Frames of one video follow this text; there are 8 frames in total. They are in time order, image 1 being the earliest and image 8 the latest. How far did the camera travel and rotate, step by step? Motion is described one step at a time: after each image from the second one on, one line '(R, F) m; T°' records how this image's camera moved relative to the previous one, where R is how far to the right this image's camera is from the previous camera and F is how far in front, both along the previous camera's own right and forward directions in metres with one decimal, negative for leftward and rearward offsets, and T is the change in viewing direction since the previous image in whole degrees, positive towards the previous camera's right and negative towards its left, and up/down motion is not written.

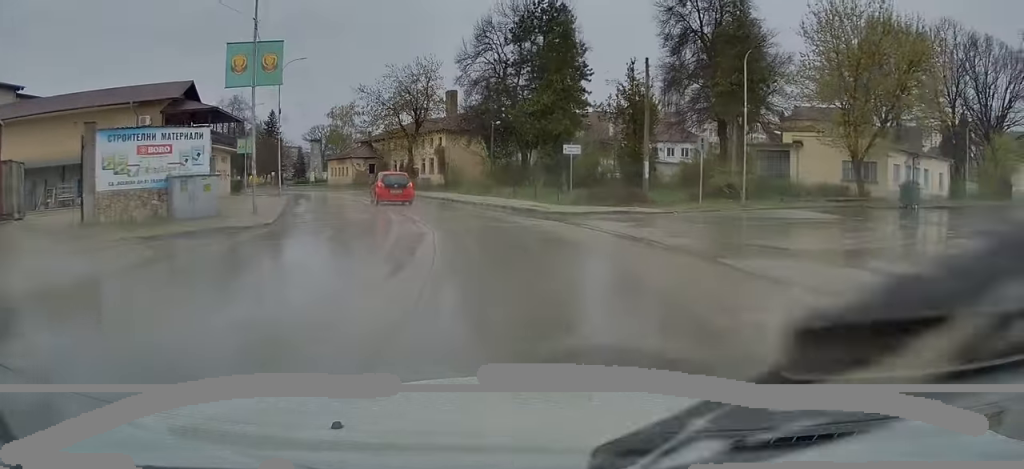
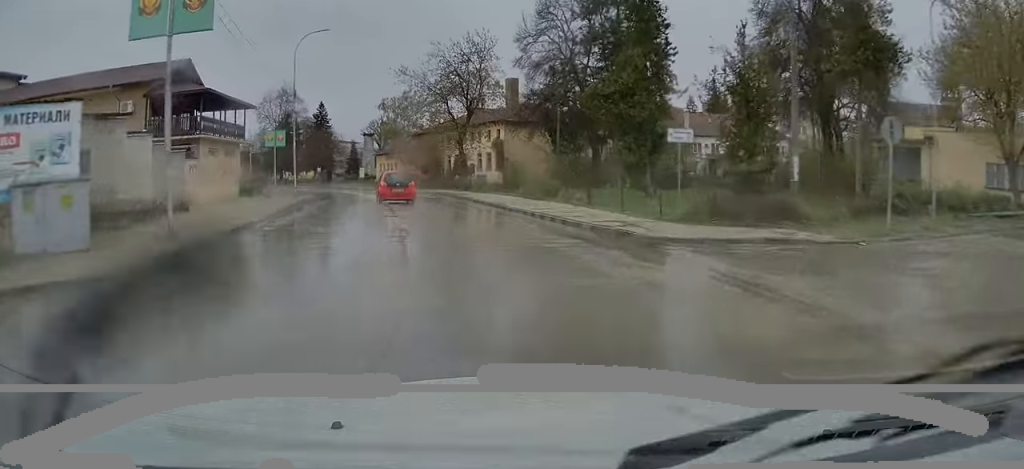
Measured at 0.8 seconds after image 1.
(-0.2, +9.1) m; -4°
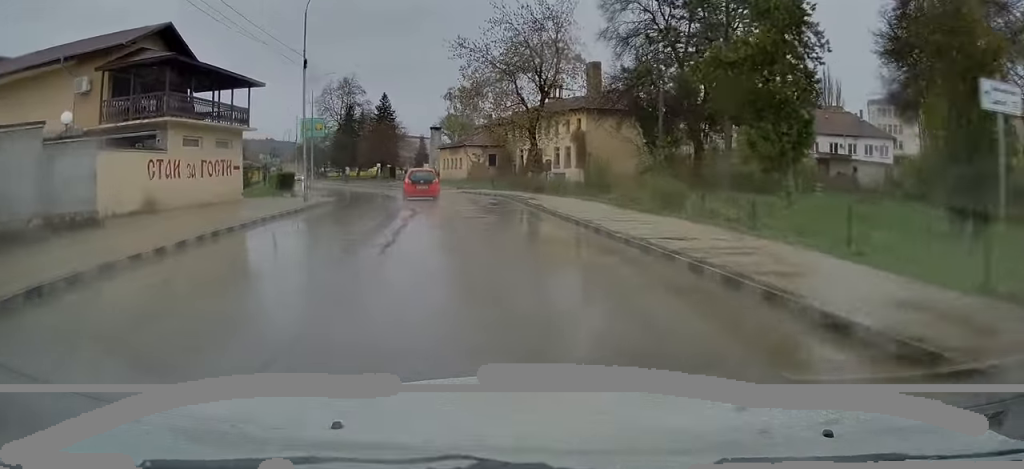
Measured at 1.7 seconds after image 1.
(-0.5, +10.1) m; -7°
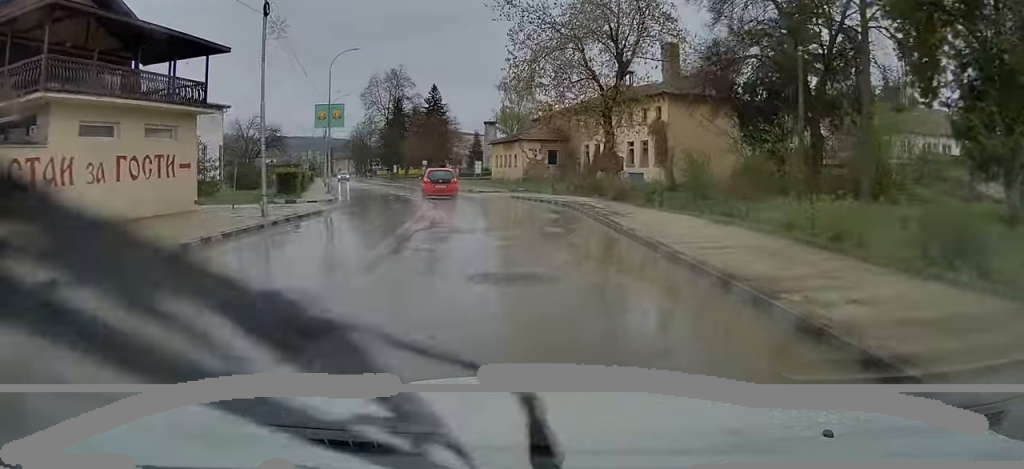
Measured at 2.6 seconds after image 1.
(-0.7, +10.1) m; -6°
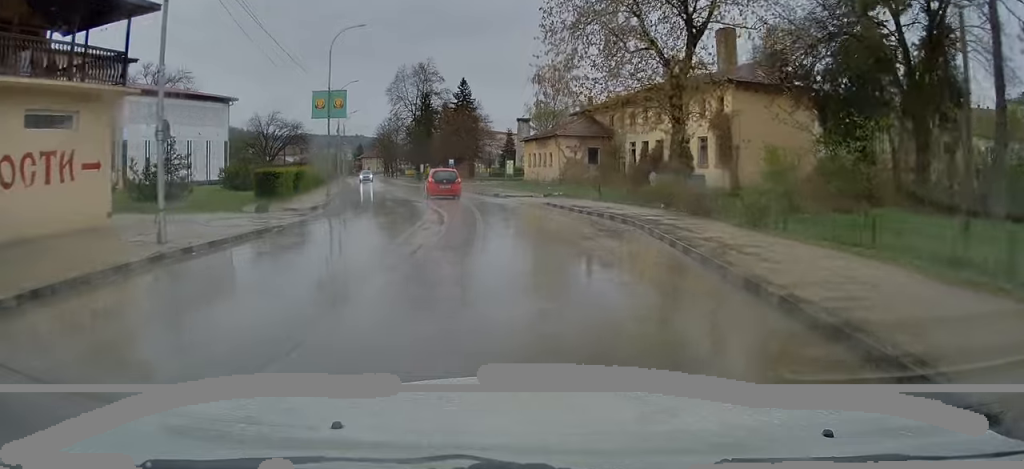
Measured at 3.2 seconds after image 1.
(-0.3, +7.1) m; -3°
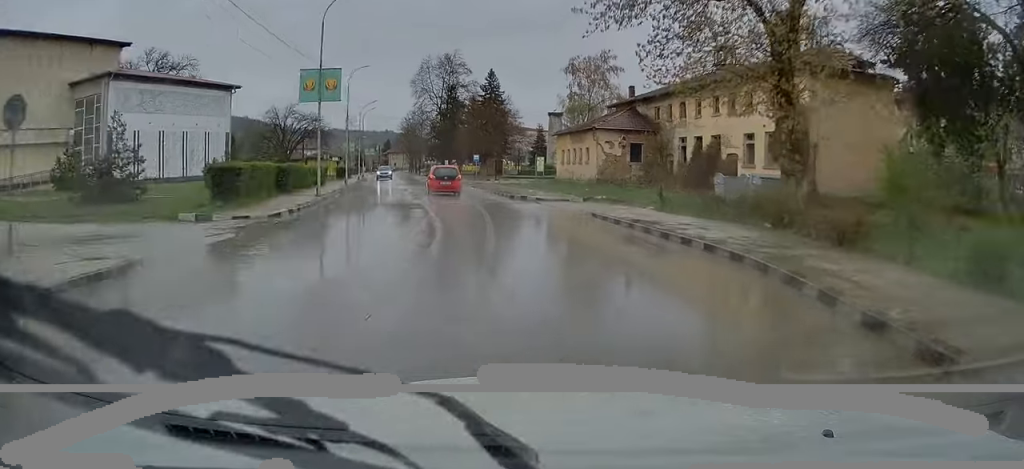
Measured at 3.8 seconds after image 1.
(-0.1, +6.7) m; -2°
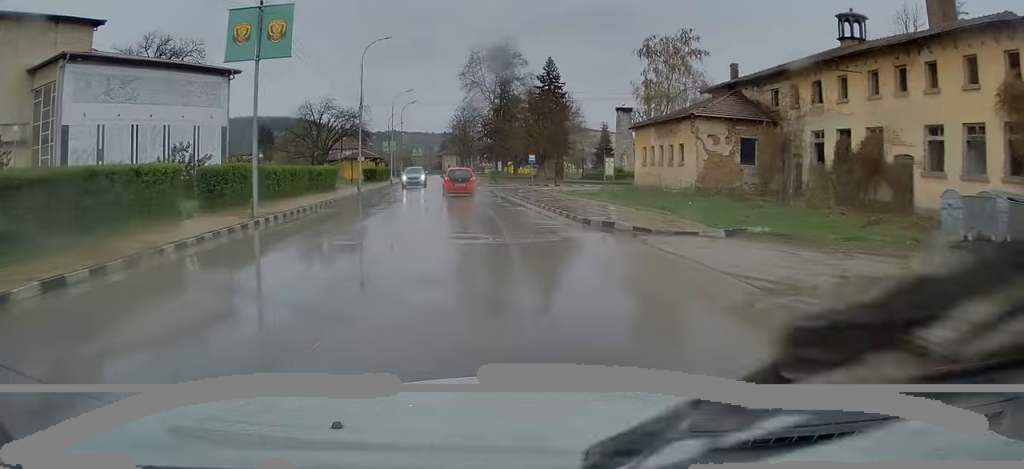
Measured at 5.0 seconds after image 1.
(-0.4, +12.7) m; -5°
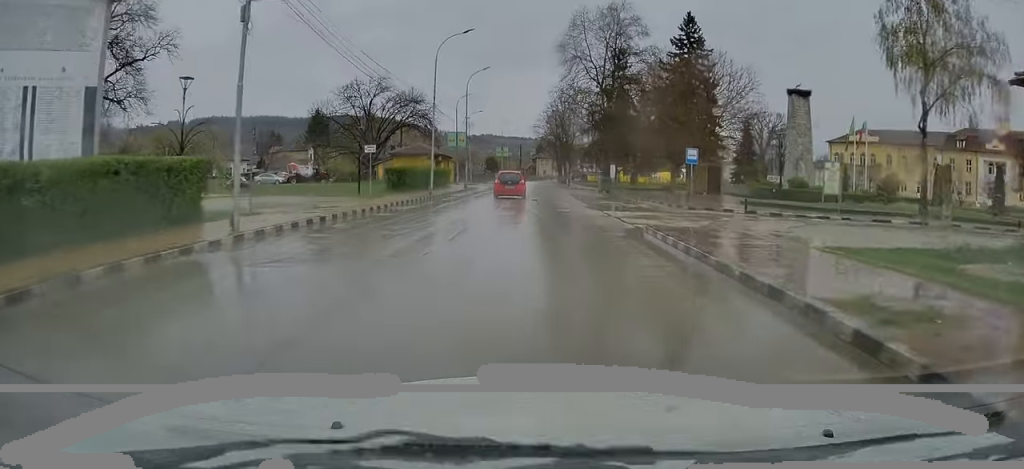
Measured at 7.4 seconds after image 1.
(-3.1, +27.9) m; -9°
